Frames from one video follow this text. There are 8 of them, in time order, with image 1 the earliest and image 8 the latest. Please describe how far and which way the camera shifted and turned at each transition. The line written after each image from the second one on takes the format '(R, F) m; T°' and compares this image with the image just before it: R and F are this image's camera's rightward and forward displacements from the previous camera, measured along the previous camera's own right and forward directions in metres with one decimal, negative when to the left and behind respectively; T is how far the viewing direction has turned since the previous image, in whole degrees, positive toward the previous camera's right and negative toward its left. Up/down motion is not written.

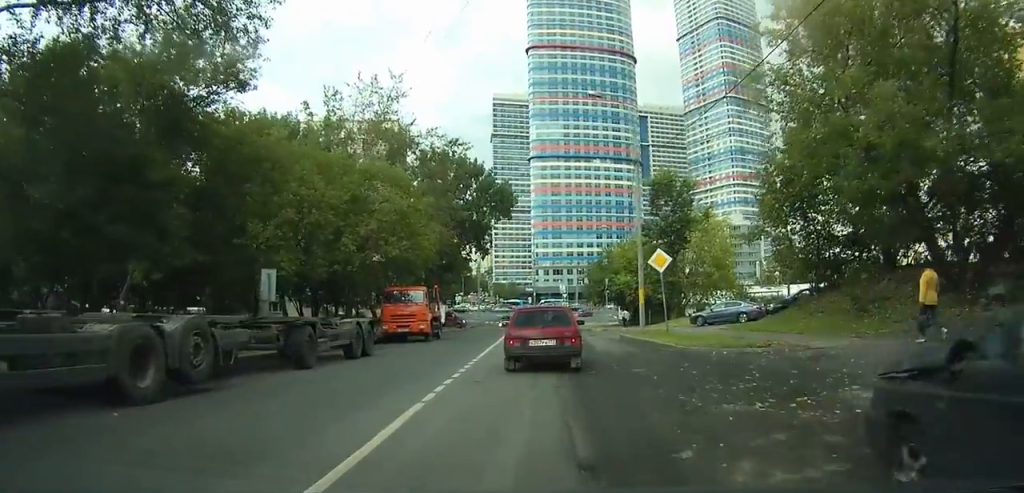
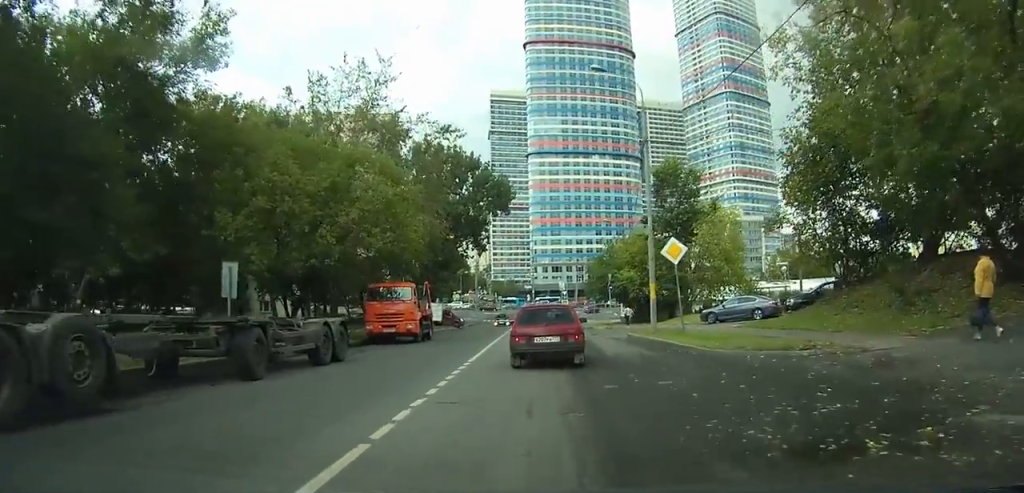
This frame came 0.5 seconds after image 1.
(0.0, +2.7) m; -1°
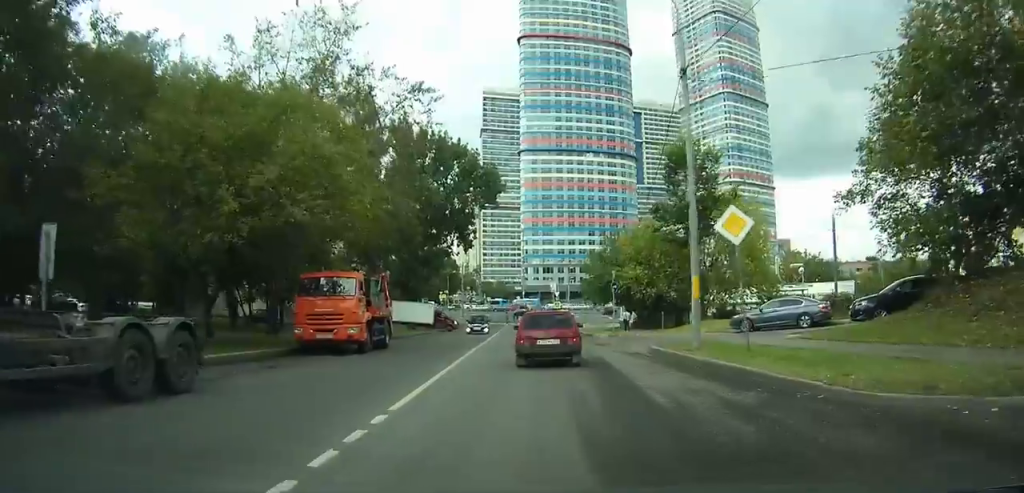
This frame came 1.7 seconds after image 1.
(-0.1, +7.3) m; -3°
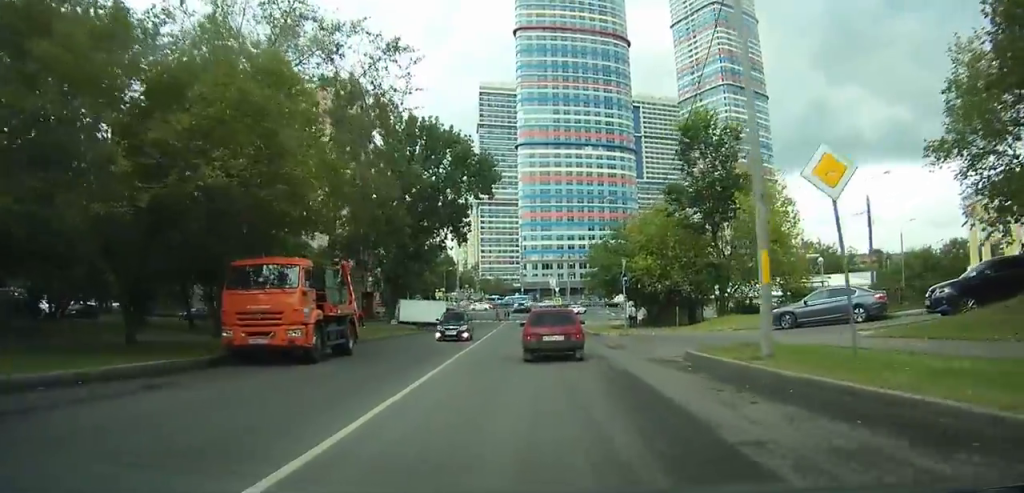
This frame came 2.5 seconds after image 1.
(-0.1, +4.8) m; -1°
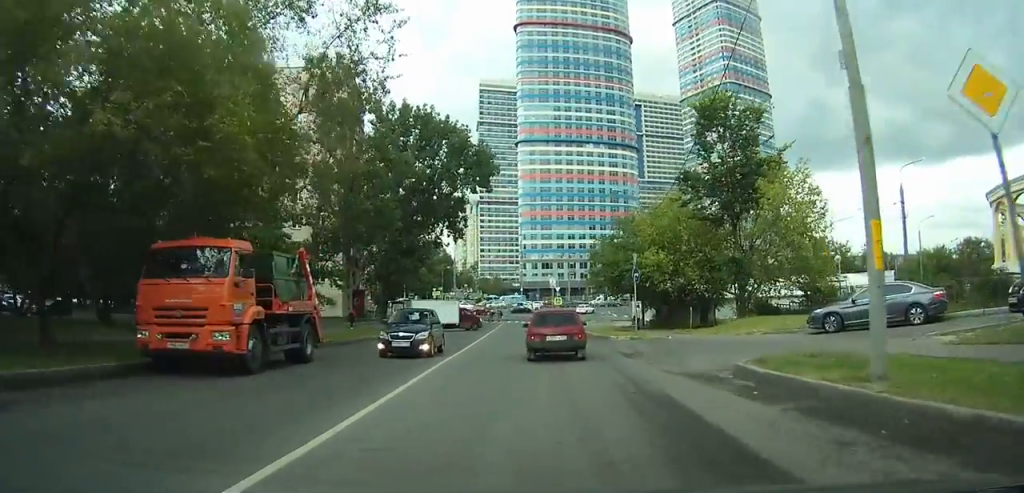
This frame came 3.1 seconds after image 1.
(-0.3, +3.5) m; +3°
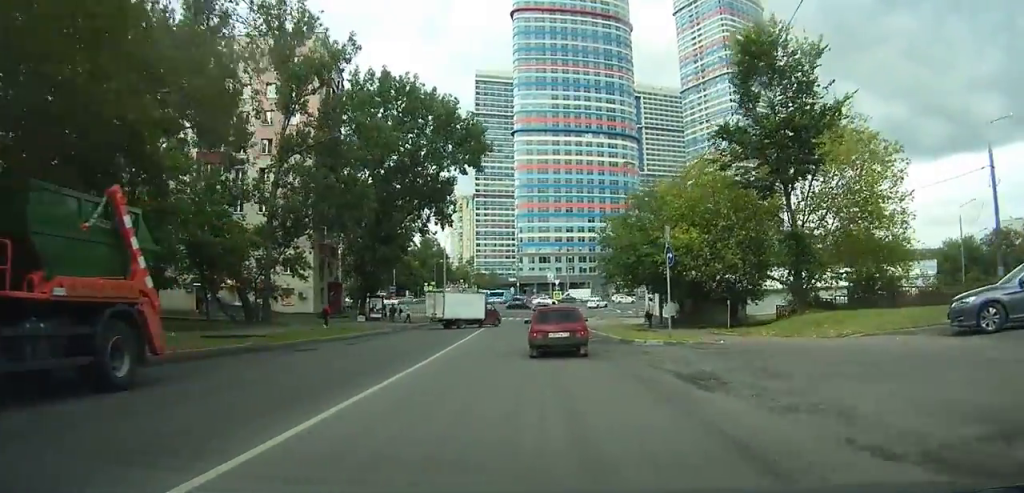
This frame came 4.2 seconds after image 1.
(+0.8, +7.5) m; +3°
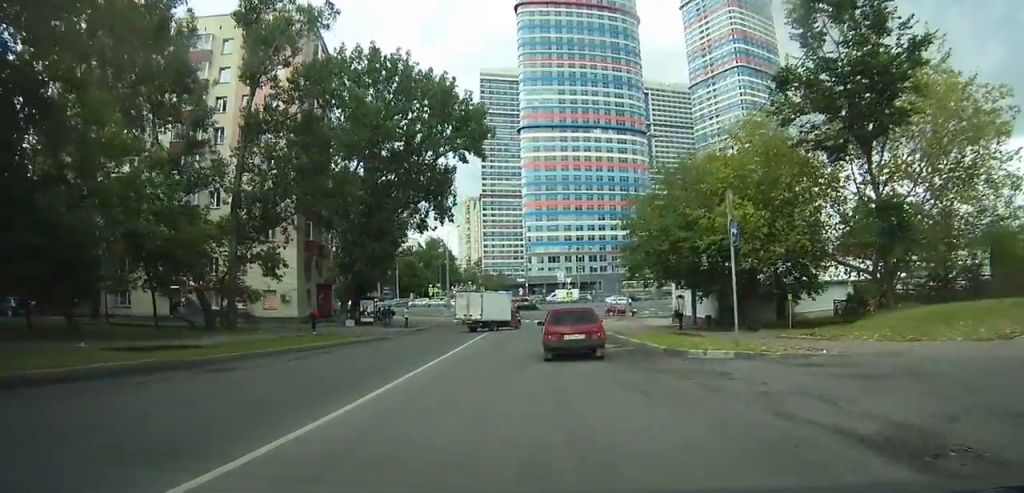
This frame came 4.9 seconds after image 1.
(-0.4, +6.1) m; -4°
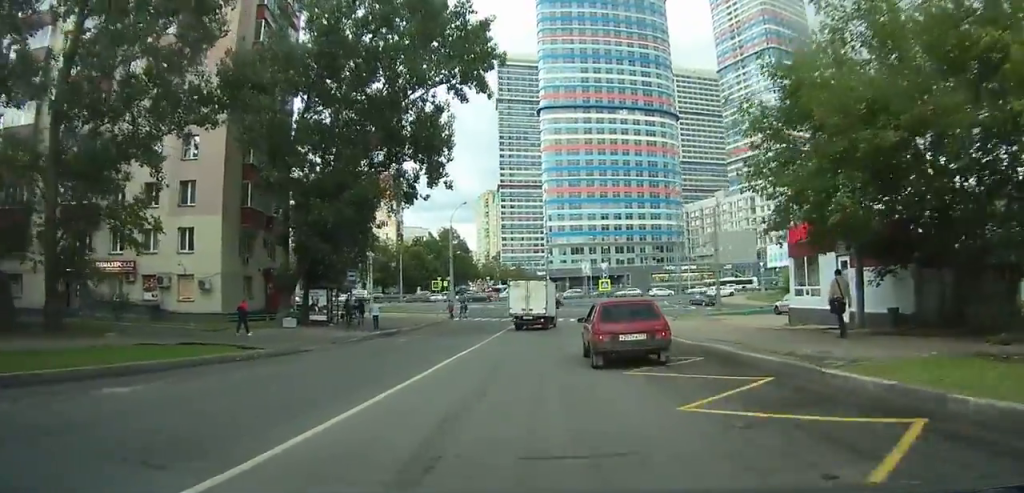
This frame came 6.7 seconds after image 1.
(-0.9, +15.3) m; -4°
